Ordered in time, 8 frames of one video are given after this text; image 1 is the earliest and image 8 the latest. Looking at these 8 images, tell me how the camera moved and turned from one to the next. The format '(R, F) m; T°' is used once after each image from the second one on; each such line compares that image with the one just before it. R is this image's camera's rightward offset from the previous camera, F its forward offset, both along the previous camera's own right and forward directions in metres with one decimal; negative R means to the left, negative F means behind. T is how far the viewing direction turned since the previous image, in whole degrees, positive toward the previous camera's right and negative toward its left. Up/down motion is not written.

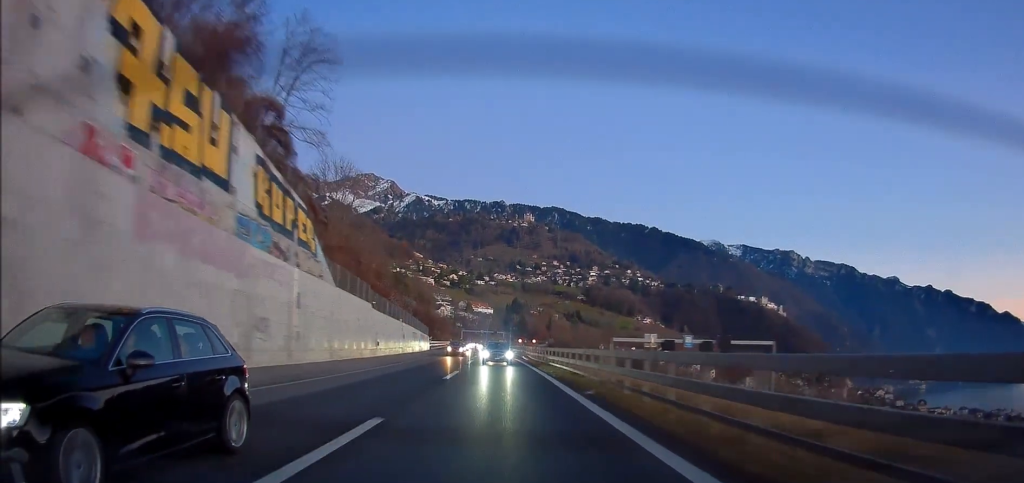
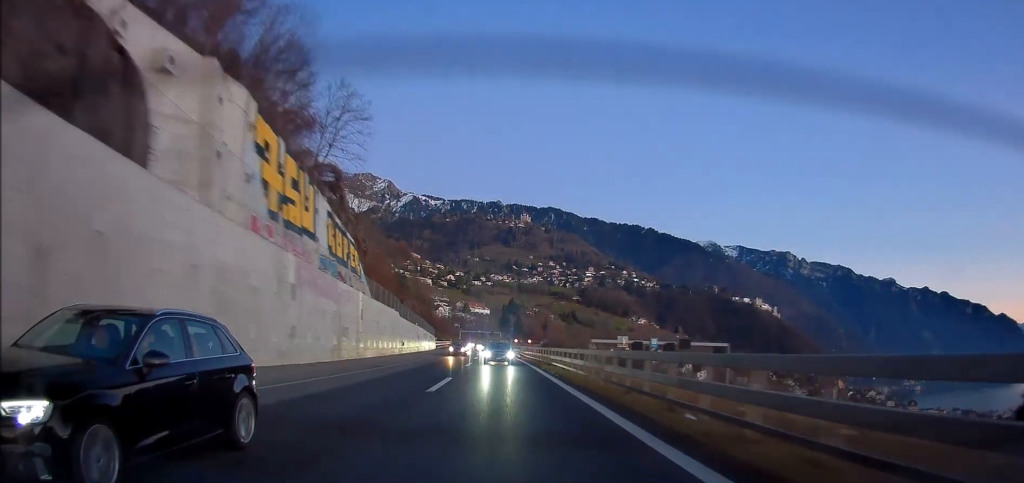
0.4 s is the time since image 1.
(+0.2, +12.2) m; +1°
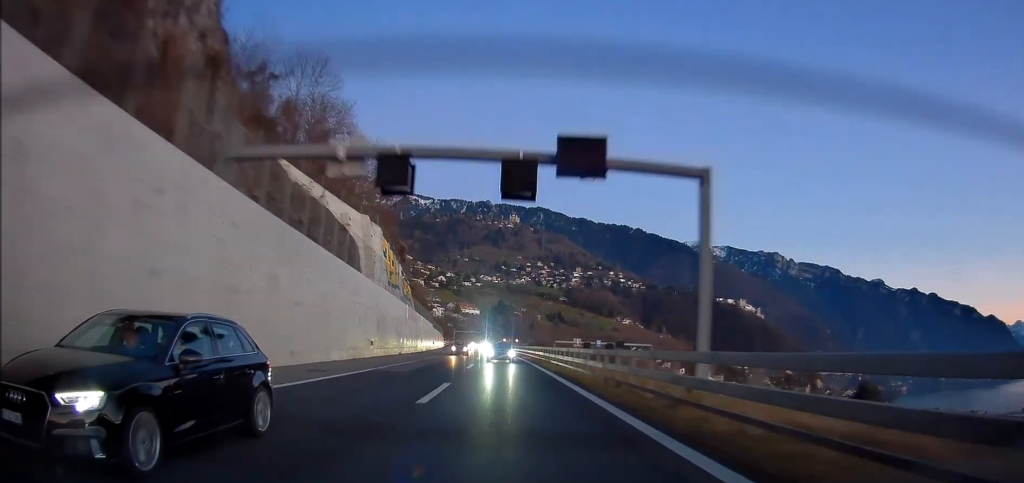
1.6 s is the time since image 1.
(+0.6, +33.0) m; +2°
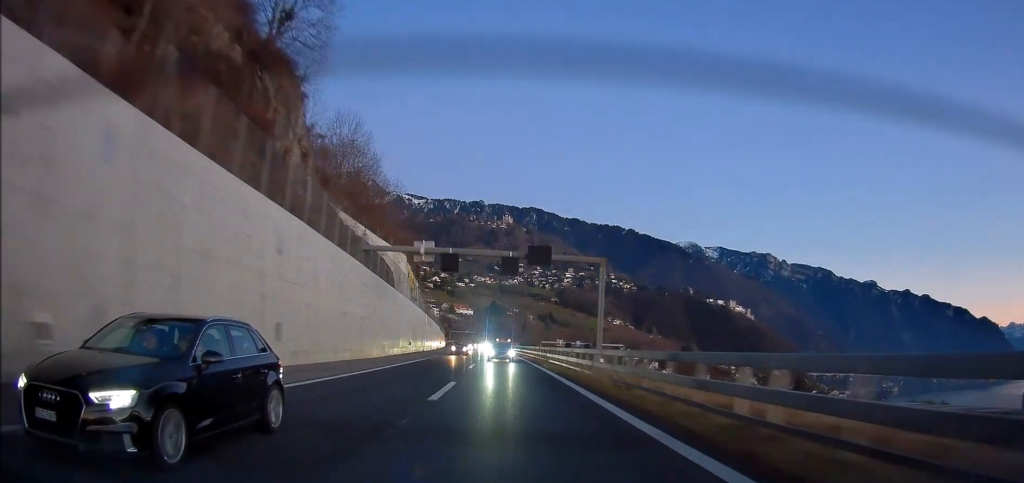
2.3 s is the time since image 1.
(+0.2, +18.8) m; +1°
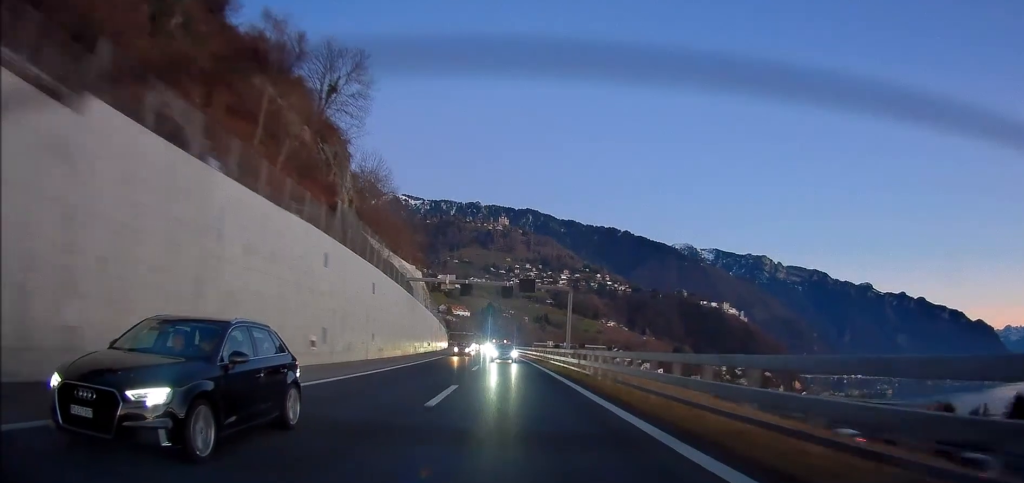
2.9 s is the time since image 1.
(+0.3, +17.0) m; 0°
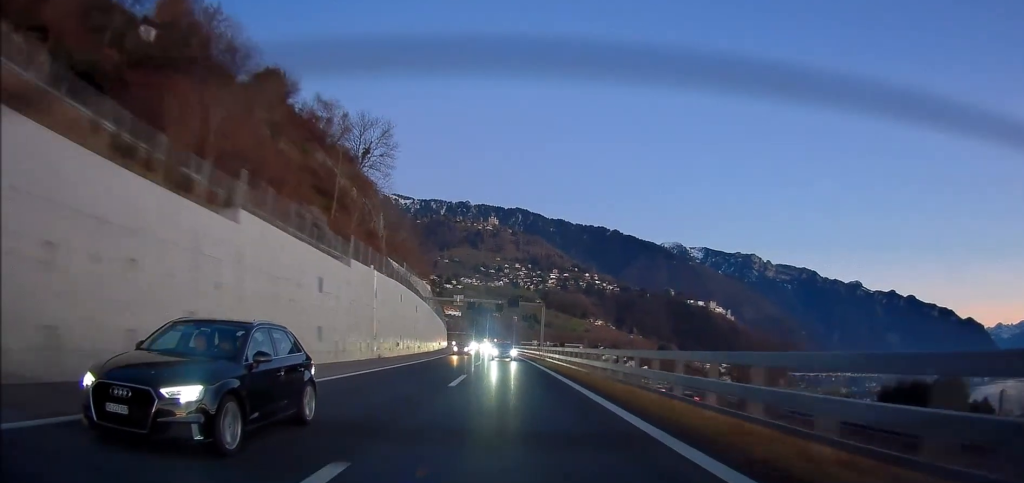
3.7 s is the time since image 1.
(-0.2, +23.5) m; 0°
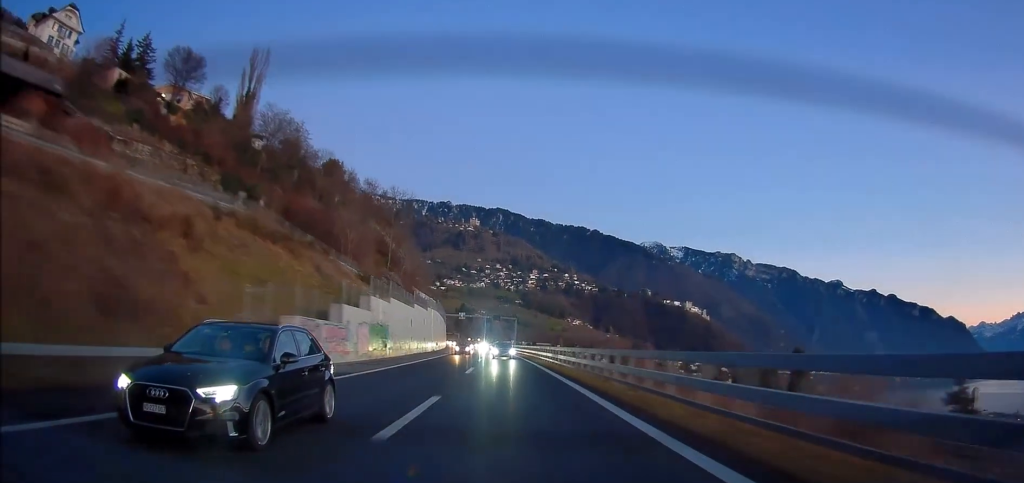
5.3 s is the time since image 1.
(+0.9, +44.2) m; +2°
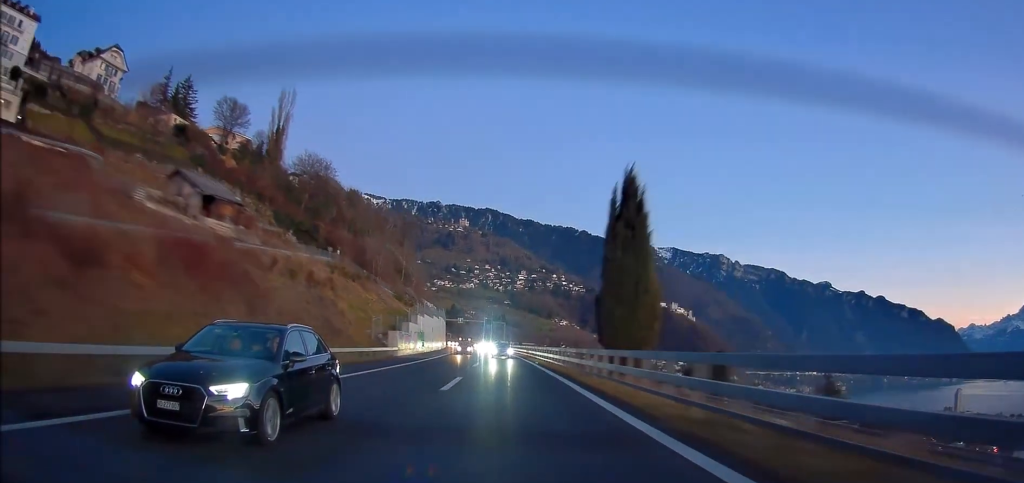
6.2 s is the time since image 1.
(+0.3, +26.3) m; +1°
